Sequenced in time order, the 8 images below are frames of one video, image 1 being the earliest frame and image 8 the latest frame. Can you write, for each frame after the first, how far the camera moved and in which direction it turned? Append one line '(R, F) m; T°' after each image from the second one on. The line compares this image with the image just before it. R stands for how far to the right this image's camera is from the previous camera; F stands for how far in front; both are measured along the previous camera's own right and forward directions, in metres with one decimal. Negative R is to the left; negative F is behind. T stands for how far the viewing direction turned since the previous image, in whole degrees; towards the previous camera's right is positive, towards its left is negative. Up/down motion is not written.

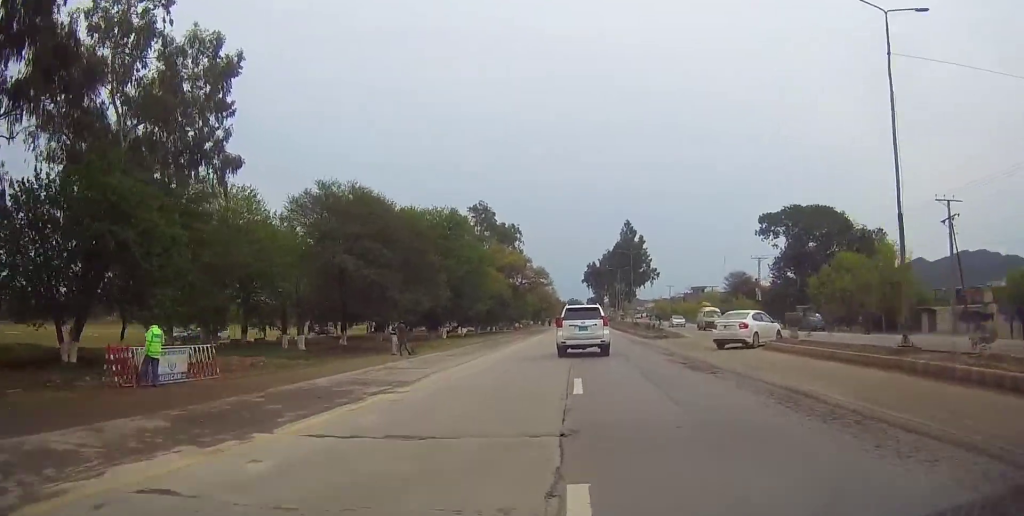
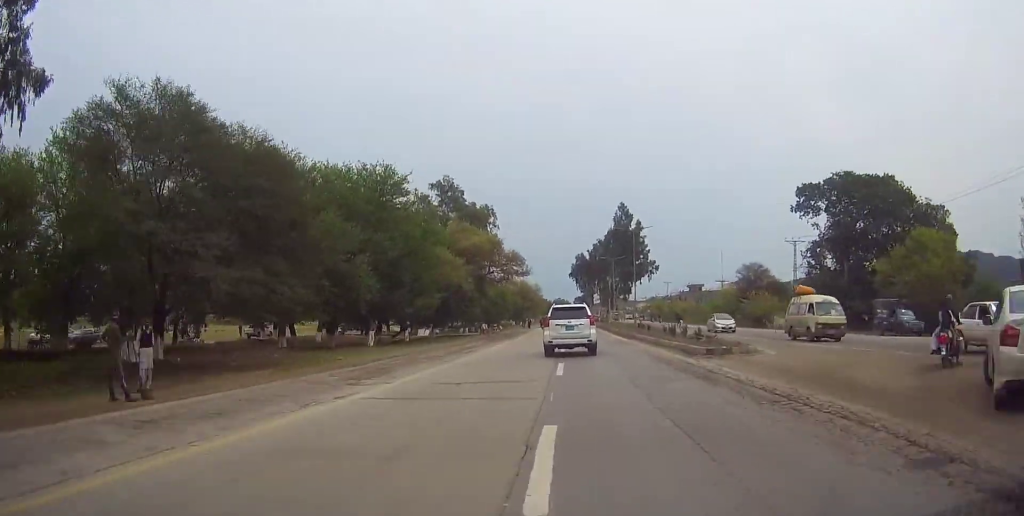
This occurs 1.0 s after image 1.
(+0.3, +19.1) m; +1°
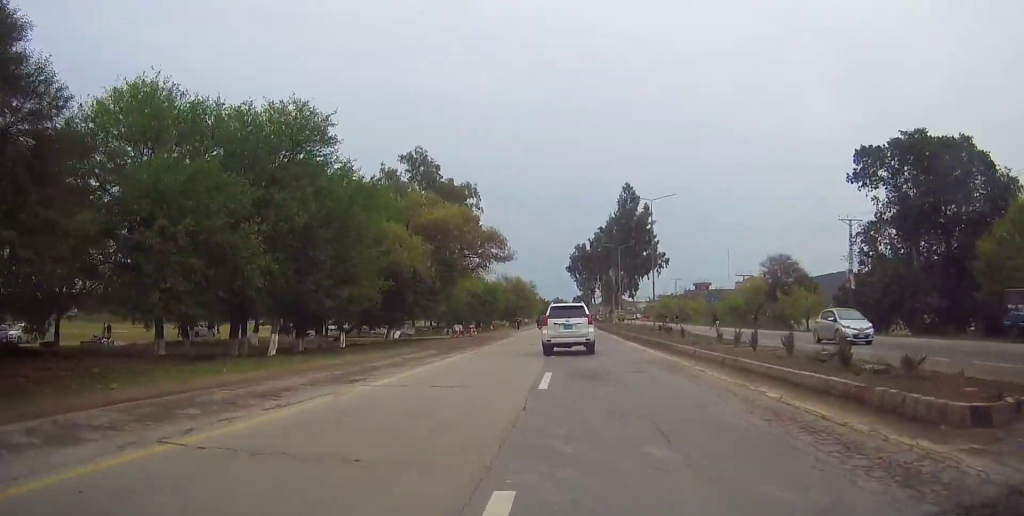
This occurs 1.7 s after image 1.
(0.0, +15.2) m; 0°
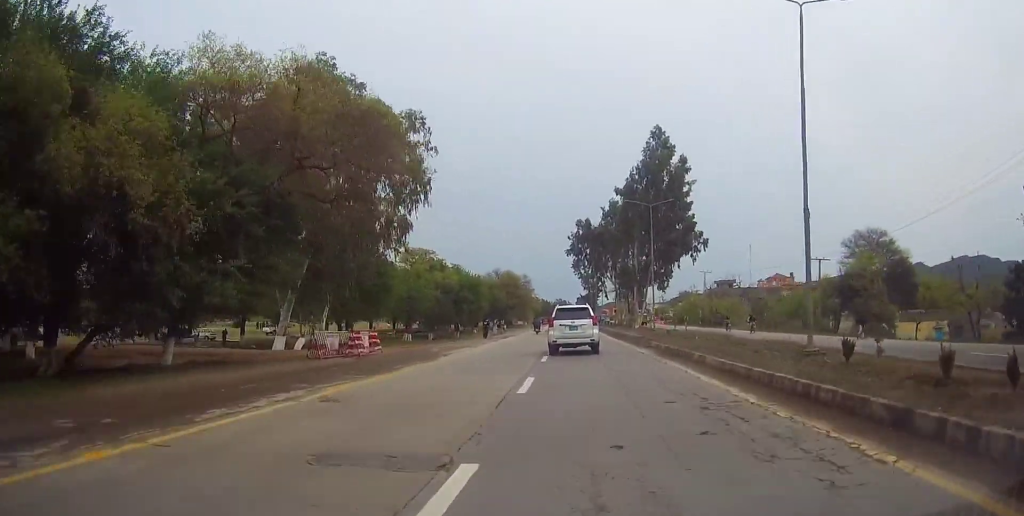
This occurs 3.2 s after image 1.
(0.0, +28.7) m; 0°
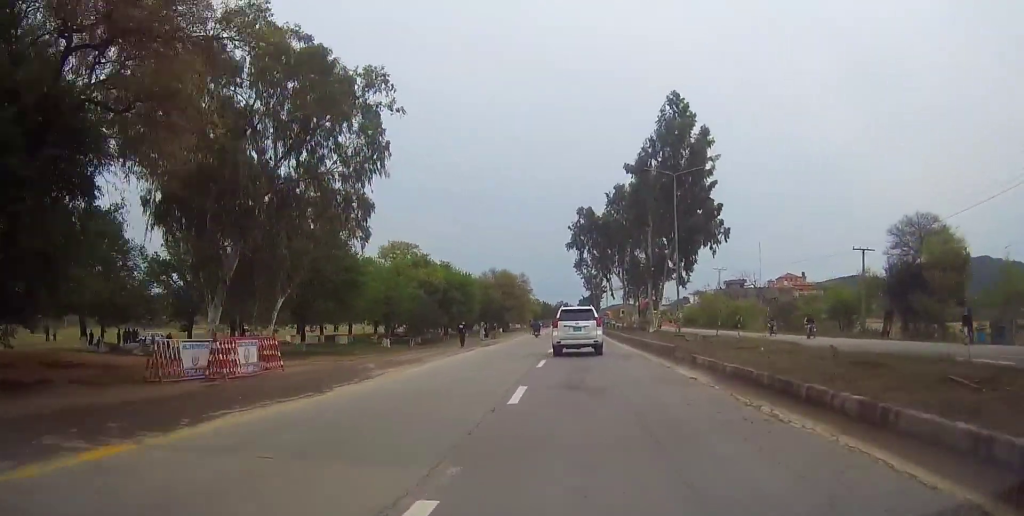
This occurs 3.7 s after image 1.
(0.0, +10.3) m; -1°
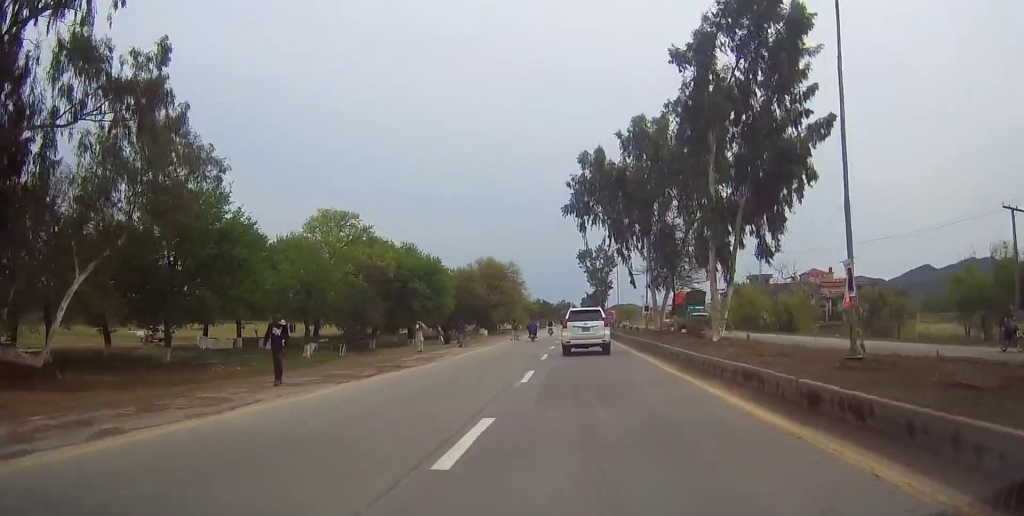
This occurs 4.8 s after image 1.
(-0.3, +22.1) m; 0°
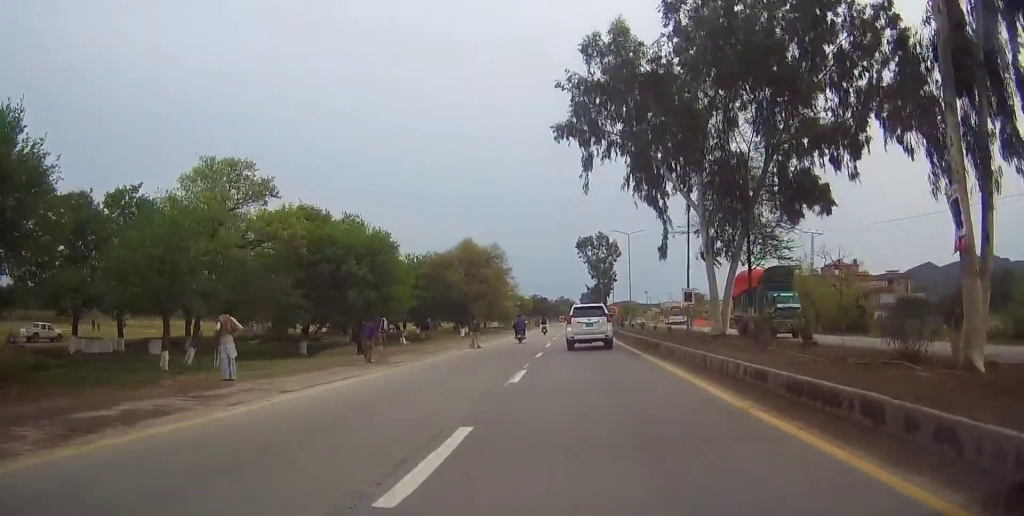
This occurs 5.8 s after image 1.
(+0.1, +18.8) m; +1°
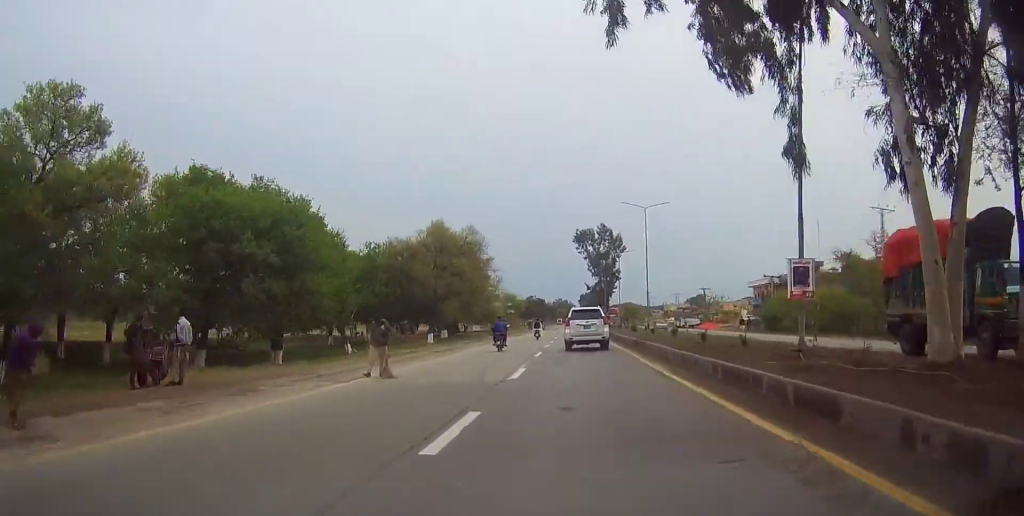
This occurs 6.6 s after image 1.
(+0.2, +16.2) m; 0°
